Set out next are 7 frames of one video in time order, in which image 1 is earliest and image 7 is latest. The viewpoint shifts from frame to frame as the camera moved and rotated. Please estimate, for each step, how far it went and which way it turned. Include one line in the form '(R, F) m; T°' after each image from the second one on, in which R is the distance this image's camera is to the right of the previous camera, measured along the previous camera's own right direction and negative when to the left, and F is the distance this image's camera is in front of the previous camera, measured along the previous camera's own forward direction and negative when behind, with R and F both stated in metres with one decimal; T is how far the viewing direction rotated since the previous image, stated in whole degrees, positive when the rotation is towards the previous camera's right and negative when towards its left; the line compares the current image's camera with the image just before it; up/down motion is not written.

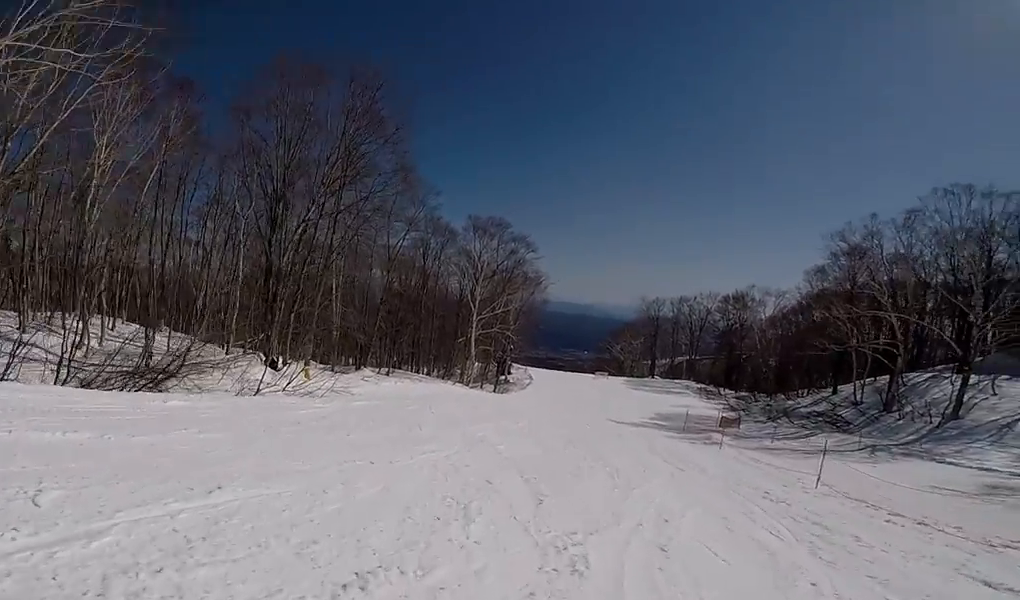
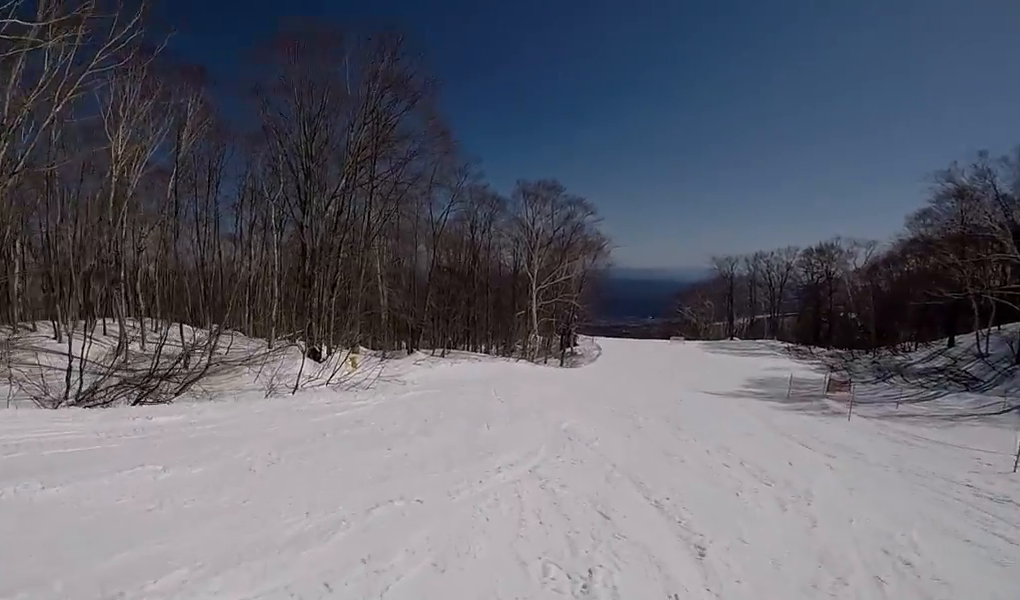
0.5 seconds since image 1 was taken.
(+0.1, +2.7) m; +4°
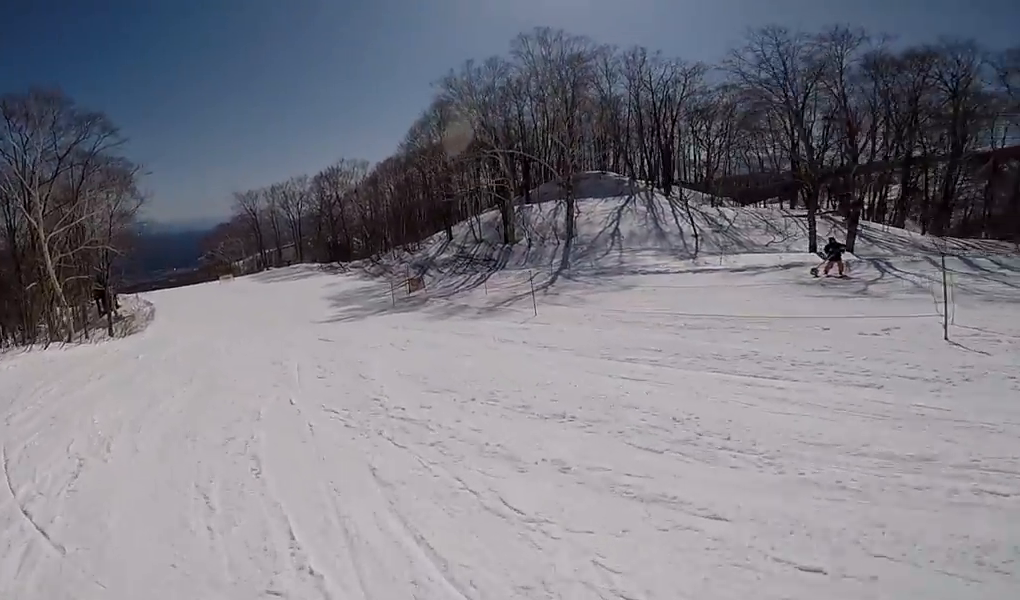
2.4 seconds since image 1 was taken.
(+2.4, +11.4) m; +21°
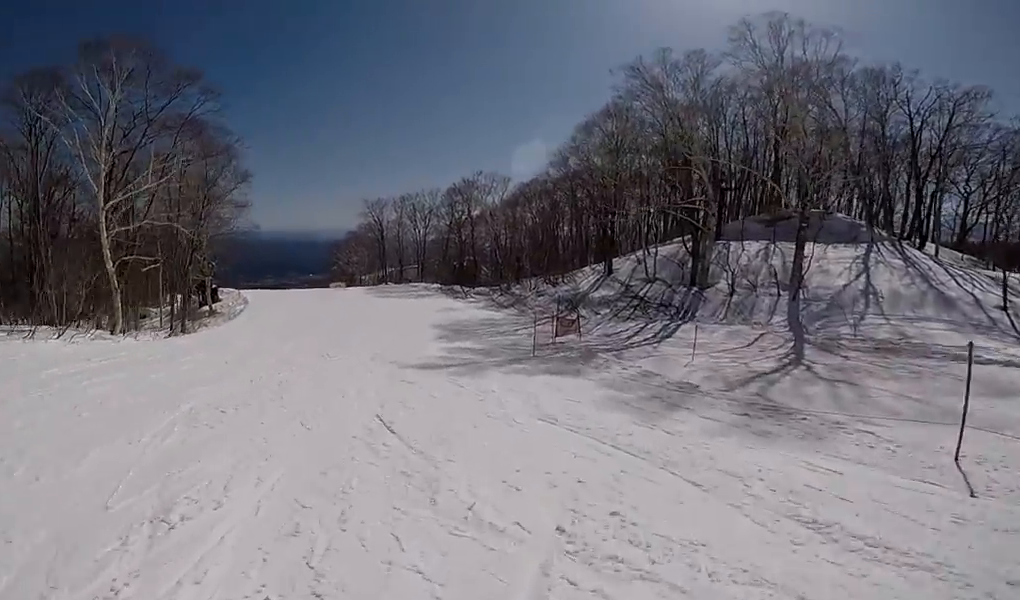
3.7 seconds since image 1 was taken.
(+0.3, +8.6) m; -10°
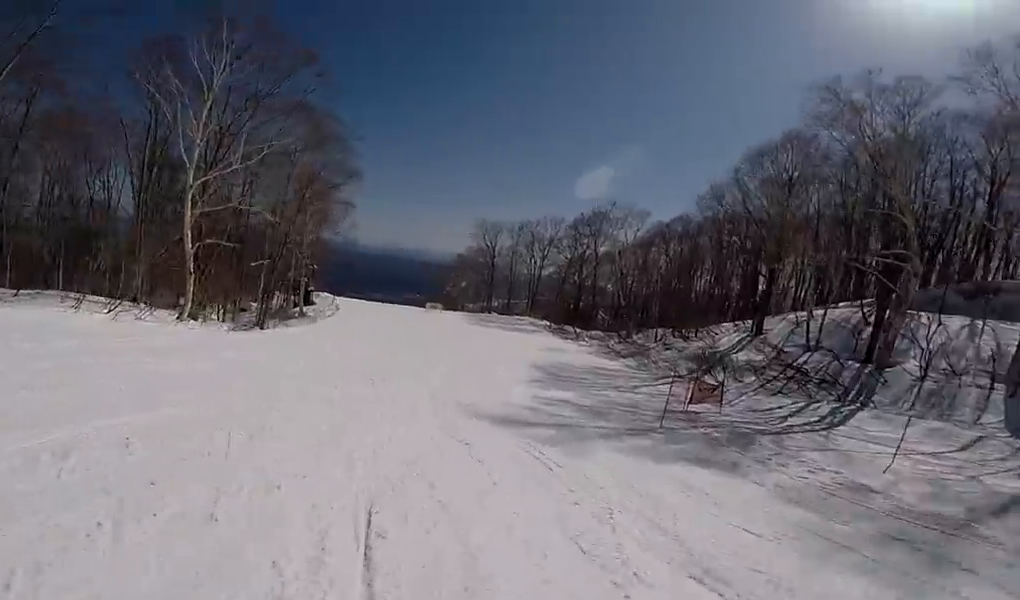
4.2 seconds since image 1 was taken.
(-0.1, +3.5) m; -10°
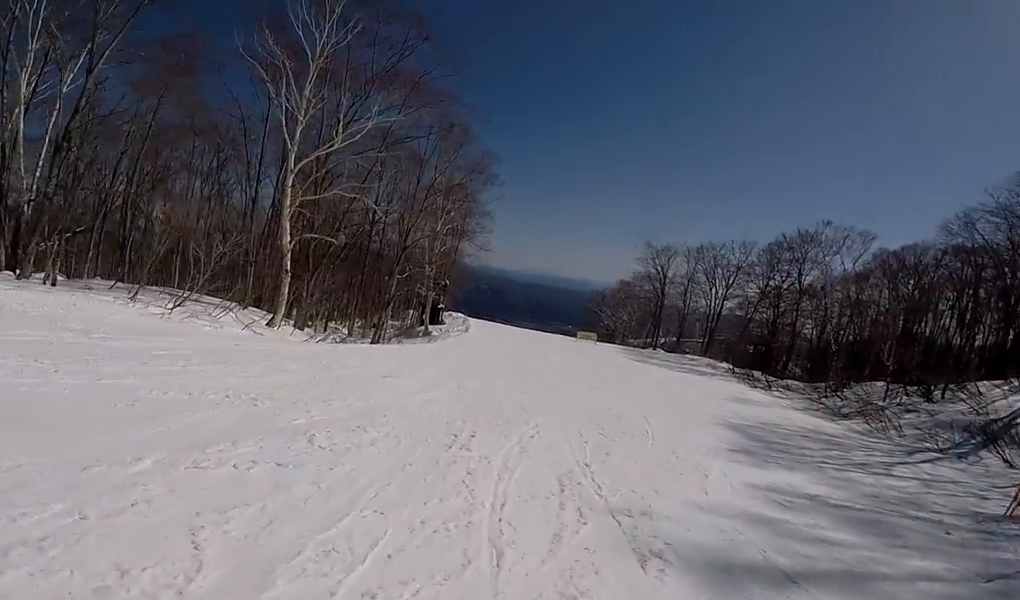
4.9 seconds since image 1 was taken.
(-0.7, +4.9) m; -11°
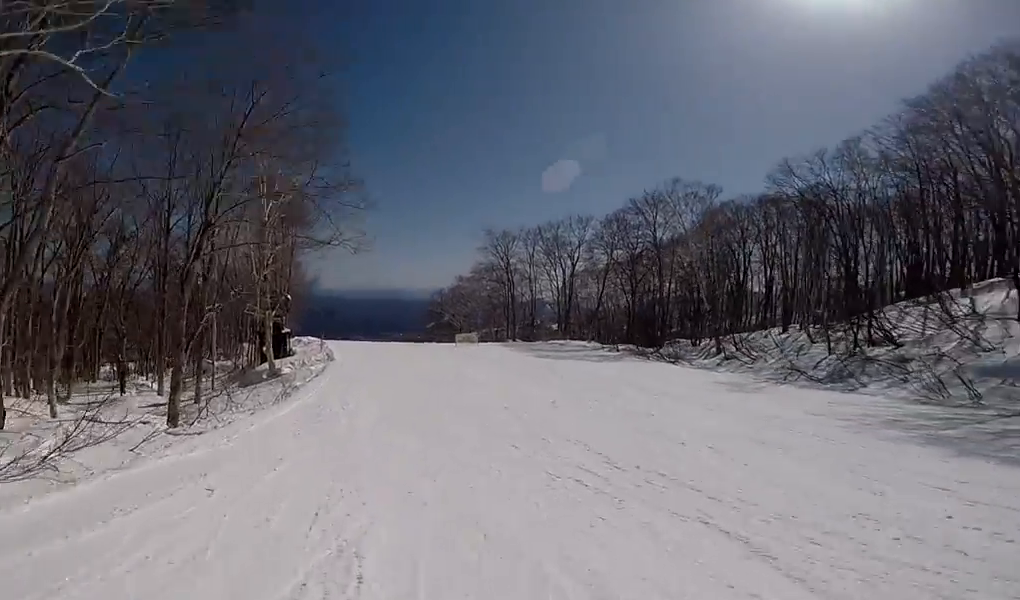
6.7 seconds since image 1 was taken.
(+0.6, +10.5) m; +21°
